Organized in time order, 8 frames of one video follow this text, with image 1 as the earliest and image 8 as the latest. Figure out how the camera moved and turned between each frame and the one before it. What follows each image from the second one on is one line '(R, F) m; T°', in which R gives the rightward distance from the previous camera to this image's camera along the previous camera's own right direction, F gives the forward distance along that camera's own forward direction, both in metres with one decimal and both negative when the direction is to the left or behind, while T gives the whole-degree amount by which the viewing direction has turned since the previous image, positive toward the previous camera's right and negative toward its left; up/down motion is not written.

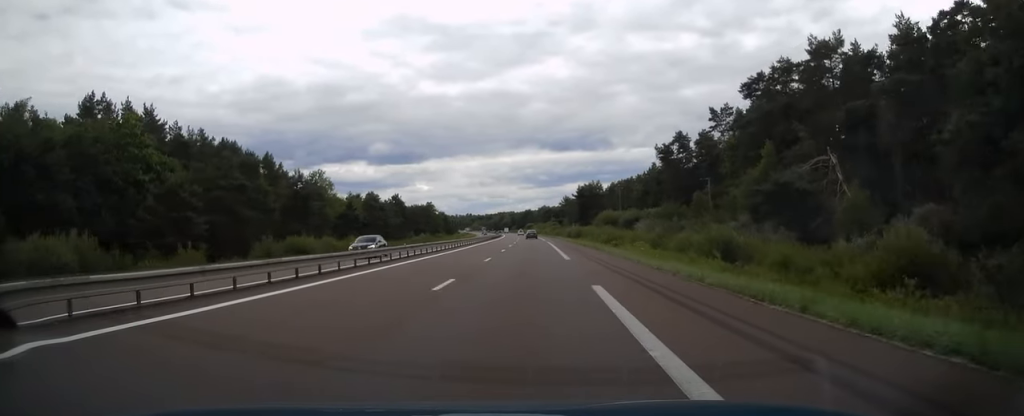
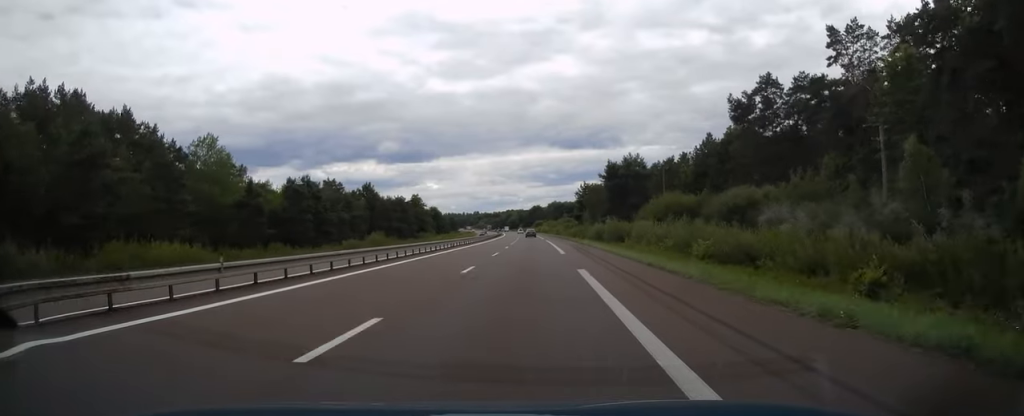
(-0.3, +46.8) m; -1°
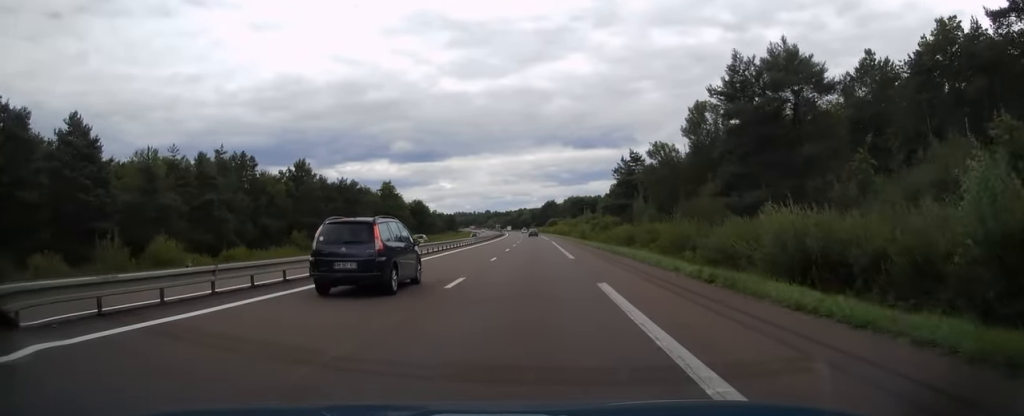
(-0.6, +56.8) m; -1°
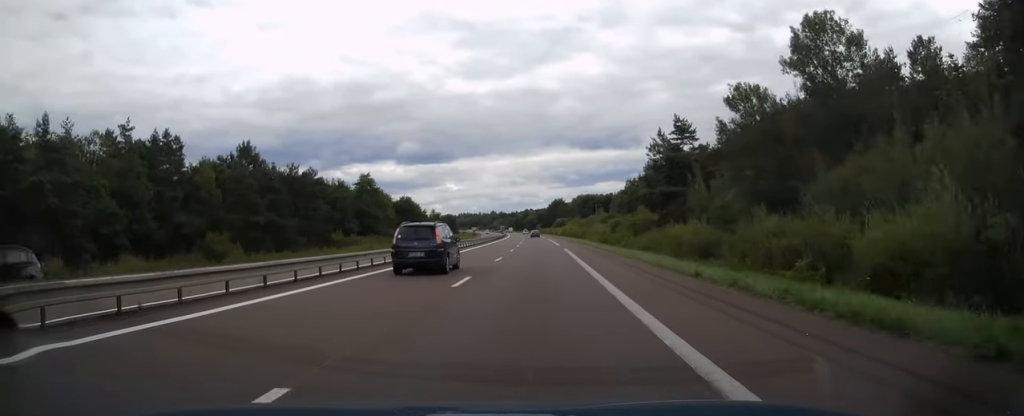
(-0.1, +25.6) m; -1°
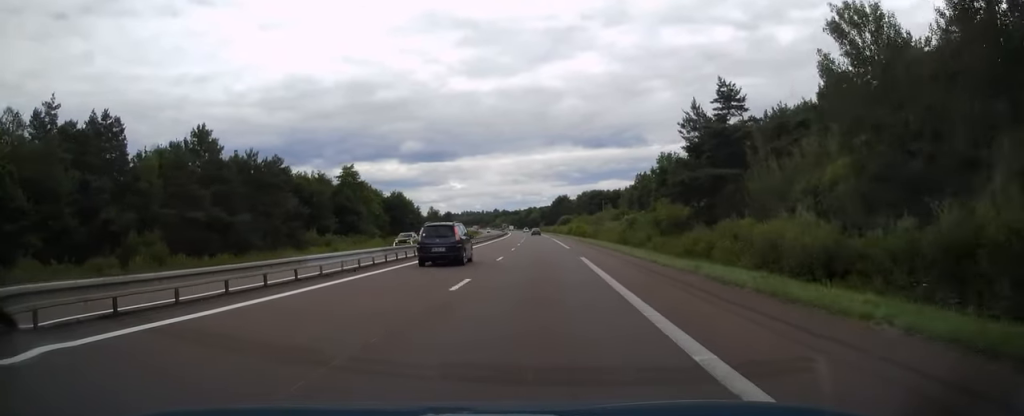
(0.0, +14.3) m; 0°
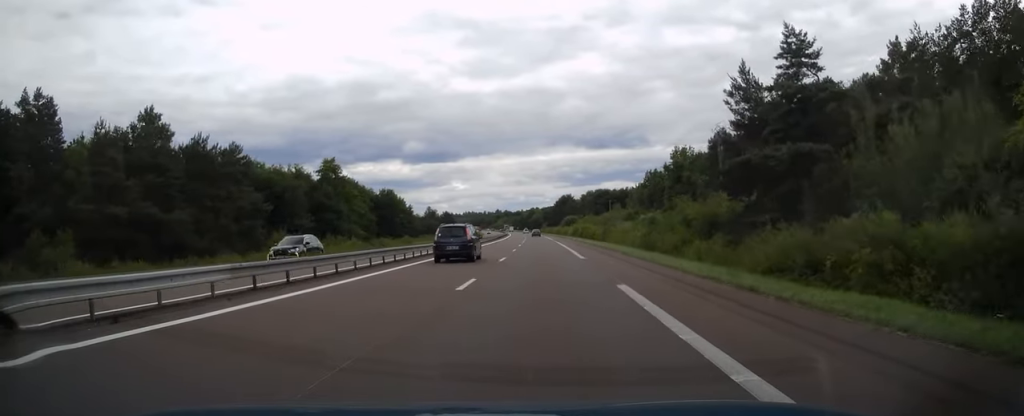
(0.0, +12.8) m; 0°
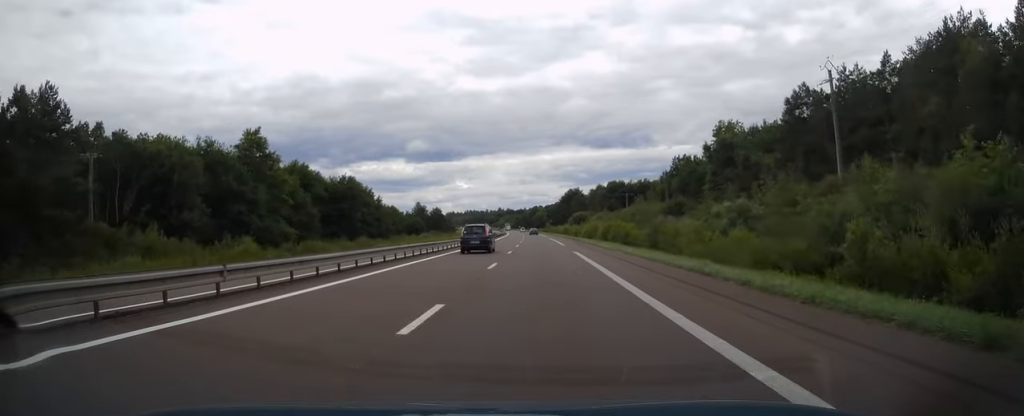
(-0.2, +32.1) m; -1°
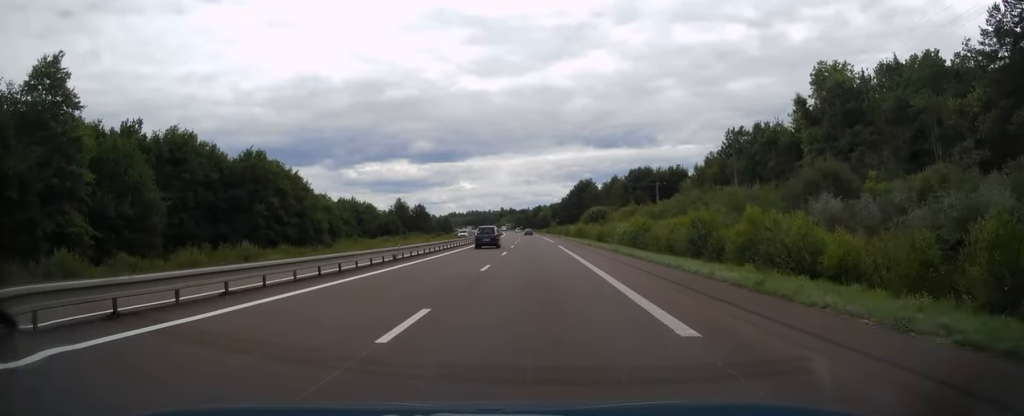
(-0.2, +39.3) m; -1°
